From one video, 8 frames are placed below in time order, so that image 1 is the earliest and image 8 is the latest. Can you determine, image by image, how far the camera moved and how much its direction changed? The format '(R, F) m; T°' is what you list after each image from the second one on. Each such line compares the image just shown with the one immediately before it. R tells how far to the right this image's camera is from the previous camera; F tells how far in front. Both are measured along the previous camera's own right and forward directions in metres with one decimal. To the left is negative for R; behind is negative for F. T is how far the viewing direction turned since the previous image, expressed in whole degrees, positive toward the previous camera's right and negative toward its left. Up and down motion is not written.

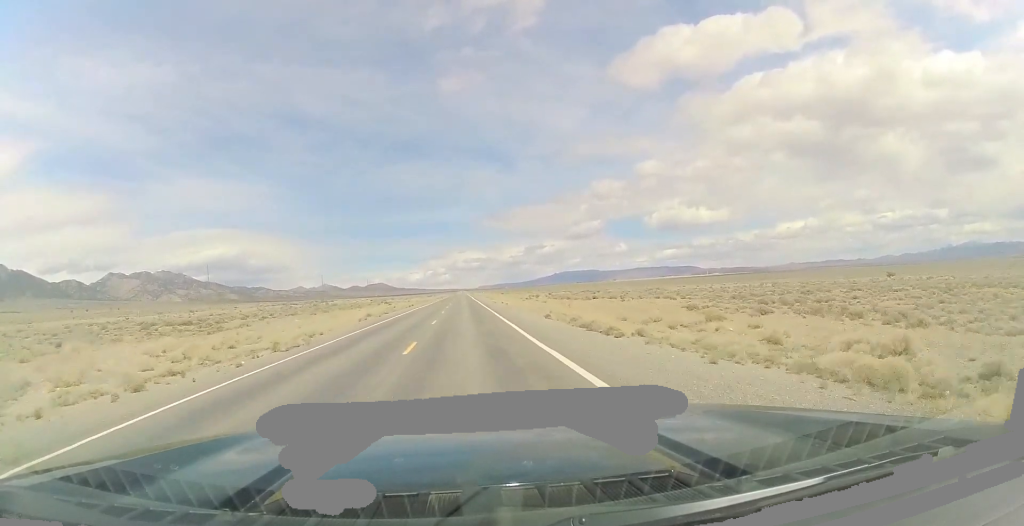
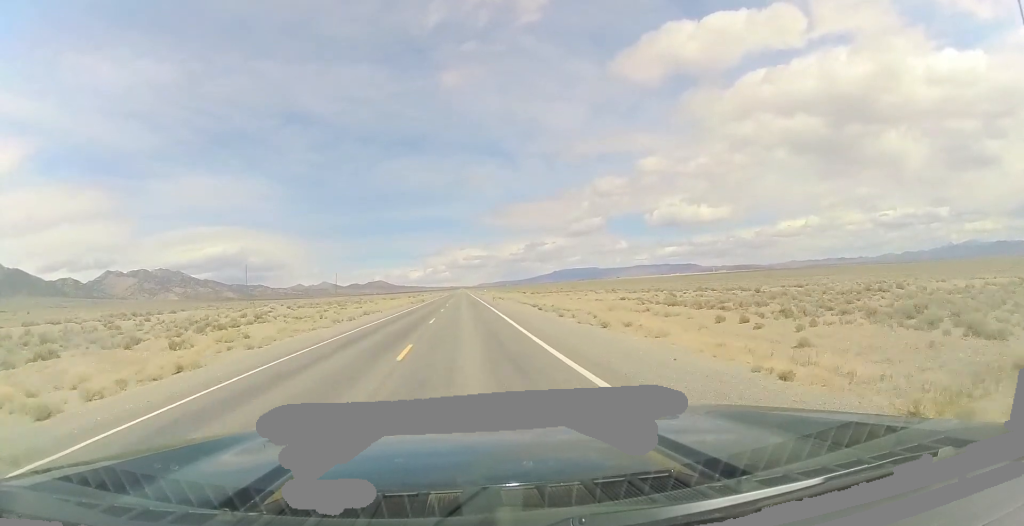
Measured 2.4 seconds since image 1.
(-0.9, +83.7) m; 0°
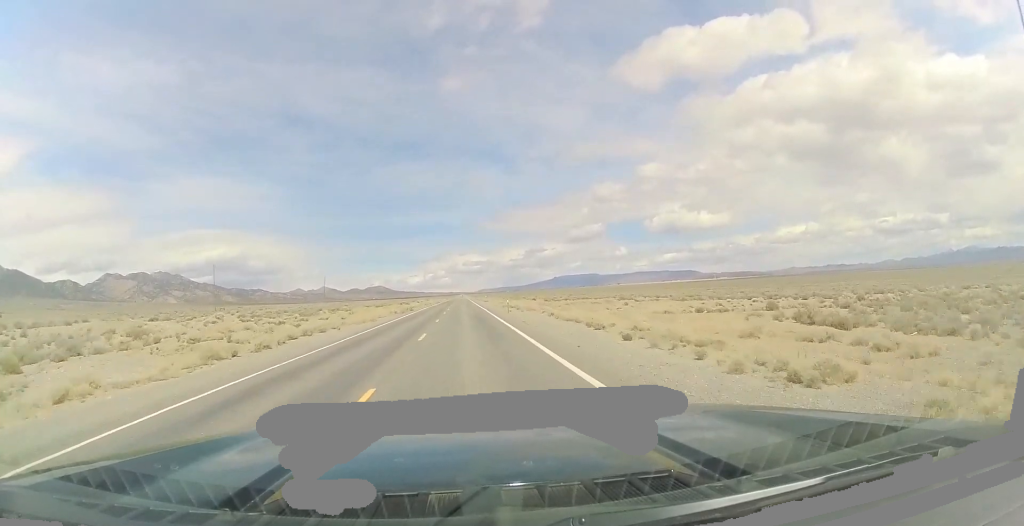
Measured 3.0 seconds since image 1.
(+0.3, +20.8) m; 0°
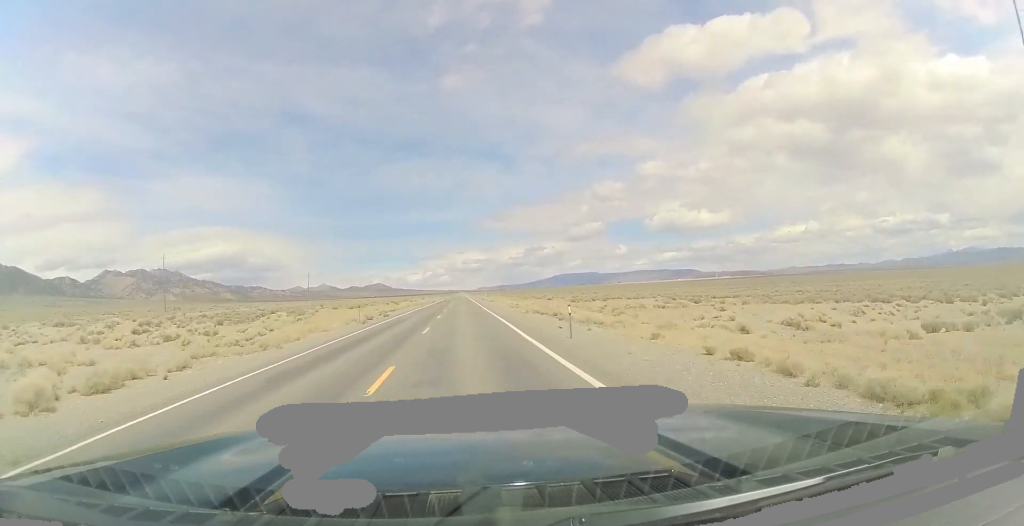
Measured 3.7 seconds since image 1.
(+0.2, +24.2) m; 0°
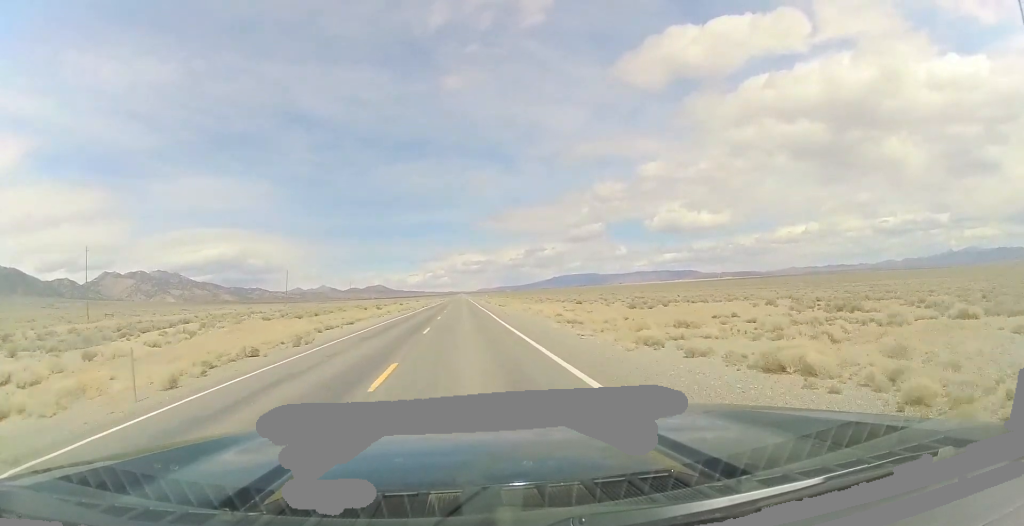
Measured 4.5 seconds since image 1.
(-0.1, +26.6) m; -1°
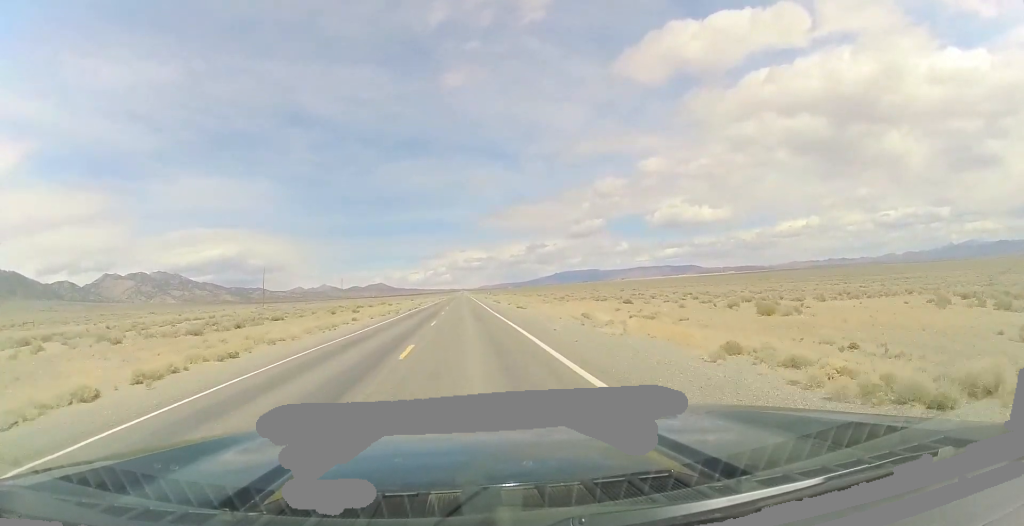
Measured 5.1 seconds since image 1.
(-0.3, +23.0) m; -1°
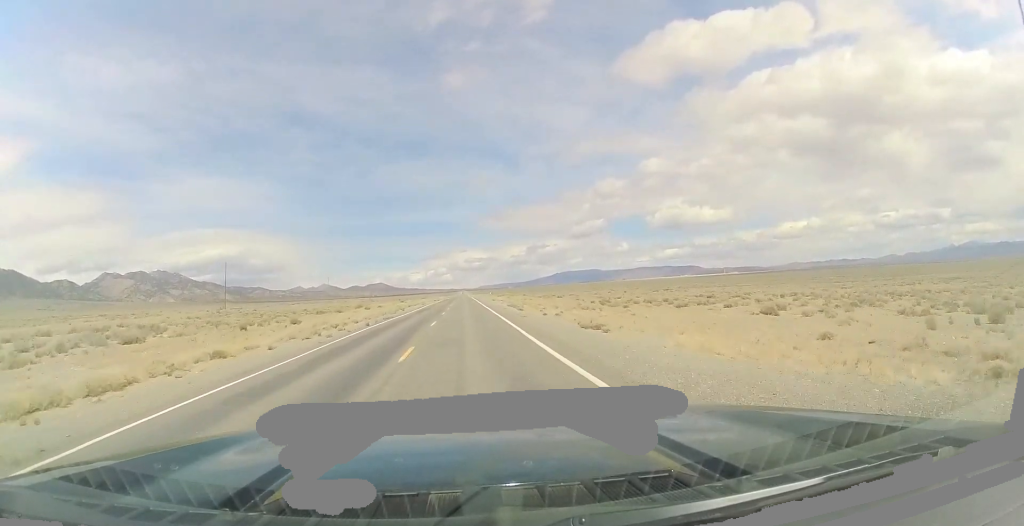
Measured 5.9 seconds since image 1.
(-0.2, +27.6) m; 0°
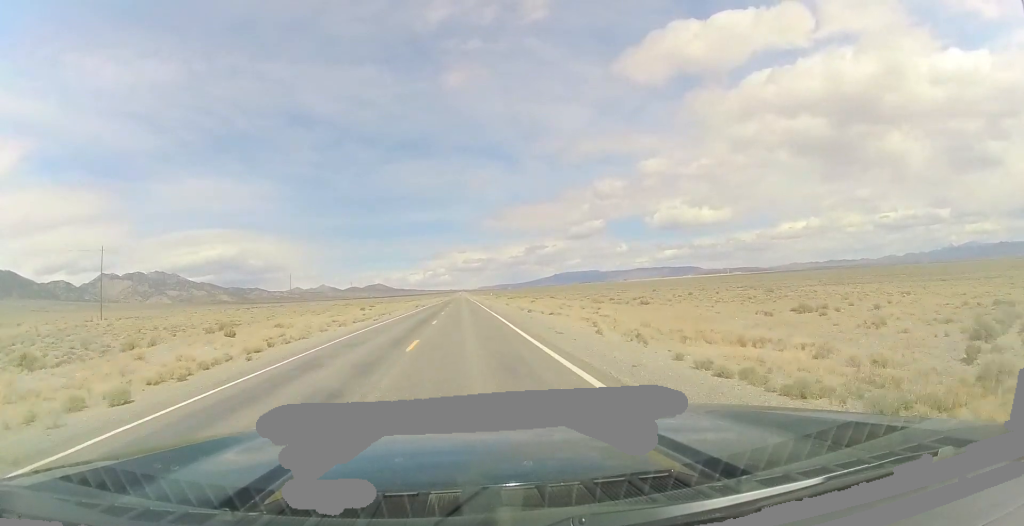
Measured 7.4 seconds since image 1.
(+1.1, +51.9) m; +1°
